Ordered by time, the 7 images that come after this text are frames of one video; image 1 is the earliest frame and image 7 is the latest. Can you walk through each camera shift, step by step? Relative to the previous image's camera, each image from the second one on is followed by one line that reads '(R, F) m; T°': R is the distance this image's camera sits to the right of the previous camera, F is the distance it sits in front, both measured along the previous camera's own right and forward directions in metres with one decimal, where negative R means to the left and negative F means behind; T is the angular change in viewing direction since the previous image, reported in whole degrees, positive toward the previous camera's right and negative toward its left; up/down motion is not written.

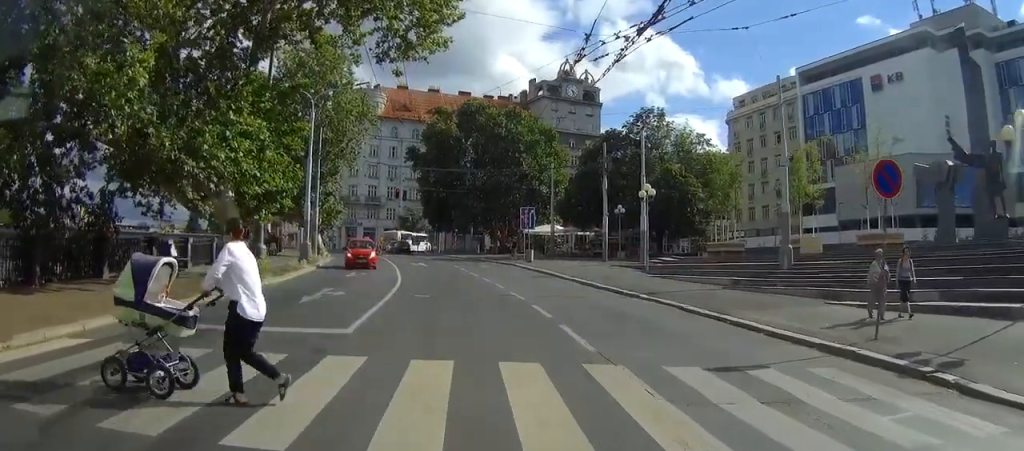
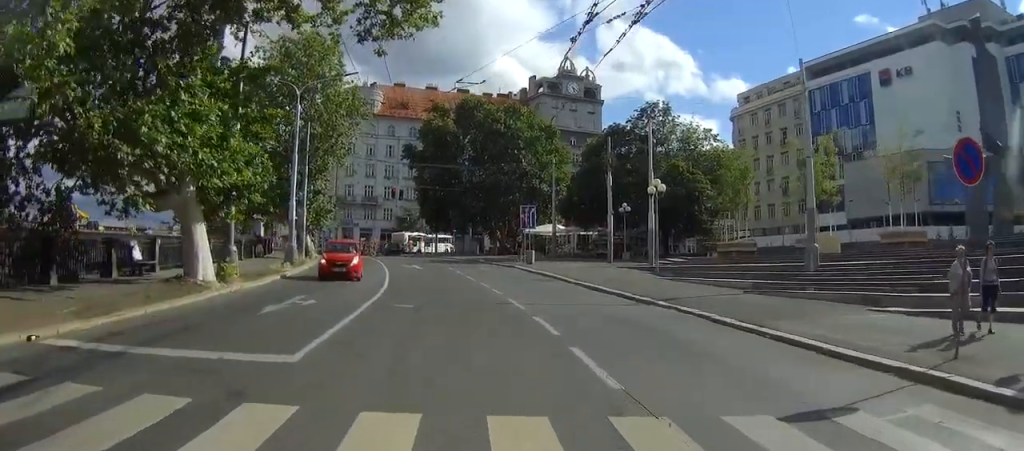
(+0.1, +2.0) m; +5°
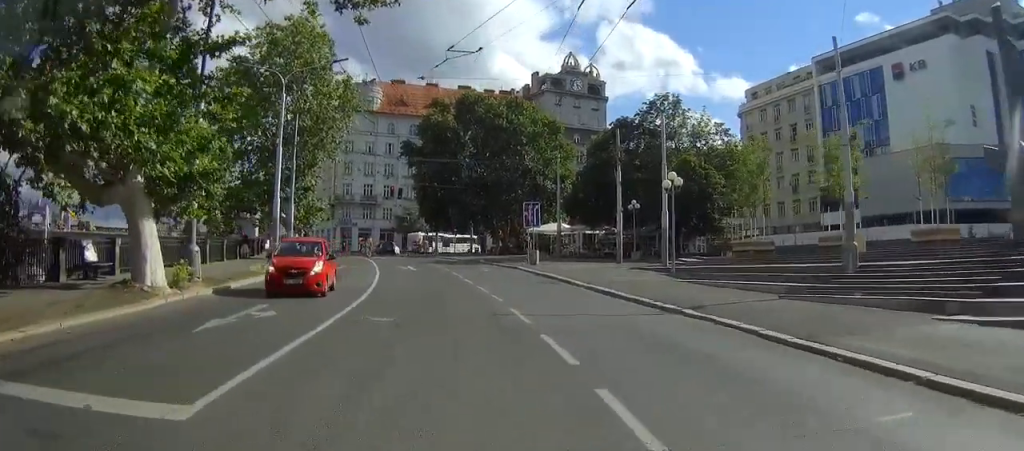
(+0.1, +2.1) m; -2°
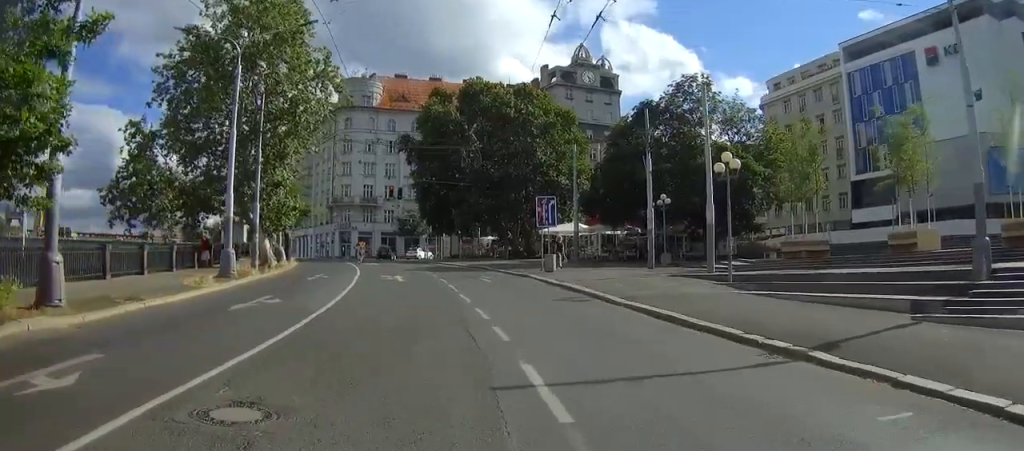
(-0.3, +6.8) m; -1°
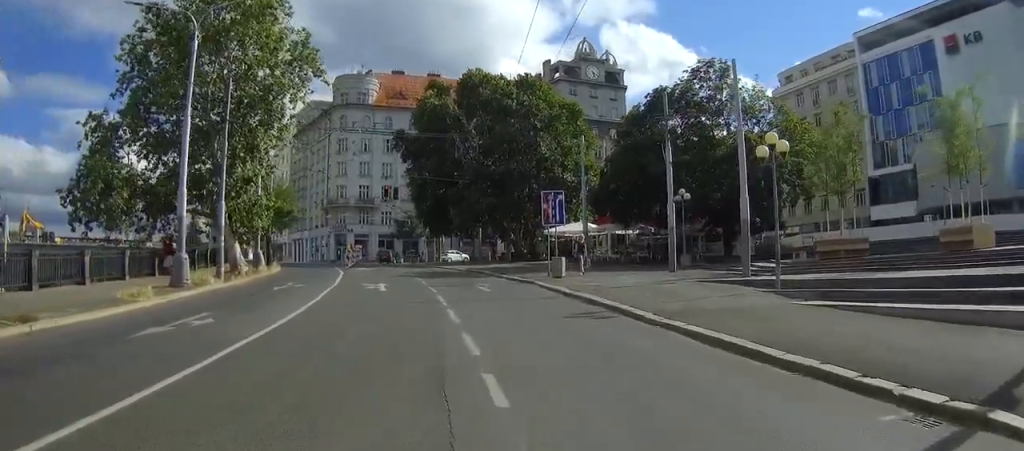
(+0.1, +4.3) m; +1°
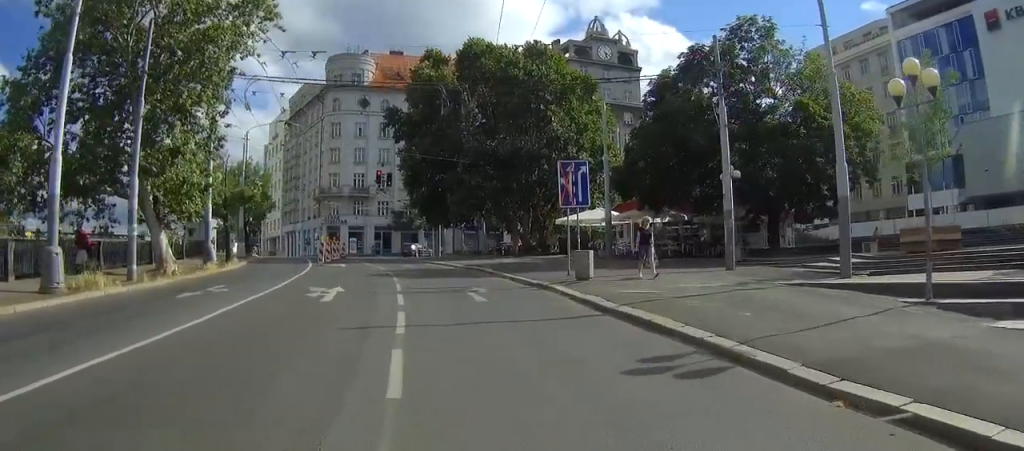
(0.0, +6.6) m; +2°
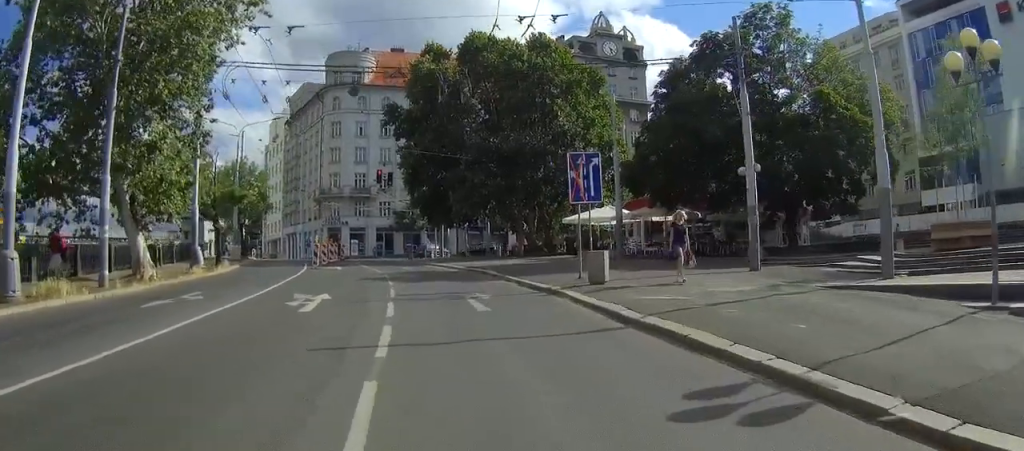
(+0.1, +1.9) m; +1°
